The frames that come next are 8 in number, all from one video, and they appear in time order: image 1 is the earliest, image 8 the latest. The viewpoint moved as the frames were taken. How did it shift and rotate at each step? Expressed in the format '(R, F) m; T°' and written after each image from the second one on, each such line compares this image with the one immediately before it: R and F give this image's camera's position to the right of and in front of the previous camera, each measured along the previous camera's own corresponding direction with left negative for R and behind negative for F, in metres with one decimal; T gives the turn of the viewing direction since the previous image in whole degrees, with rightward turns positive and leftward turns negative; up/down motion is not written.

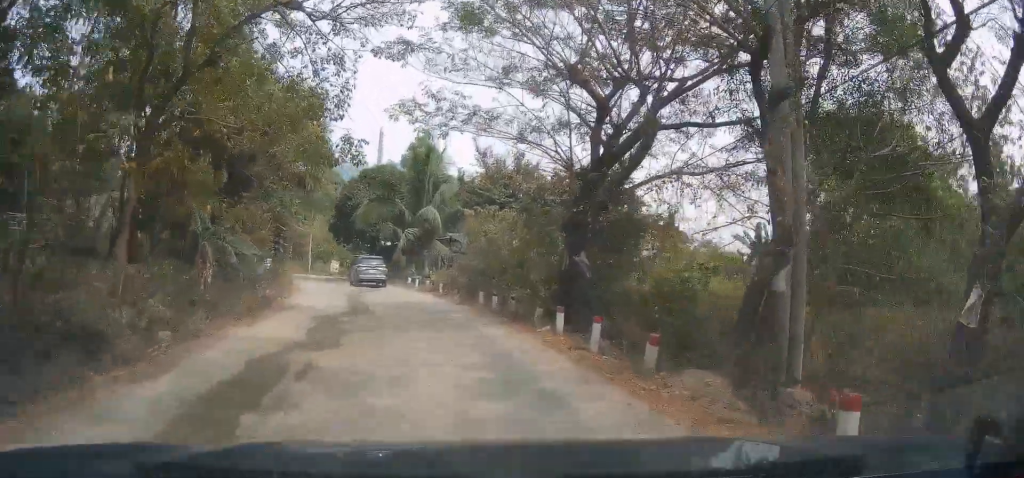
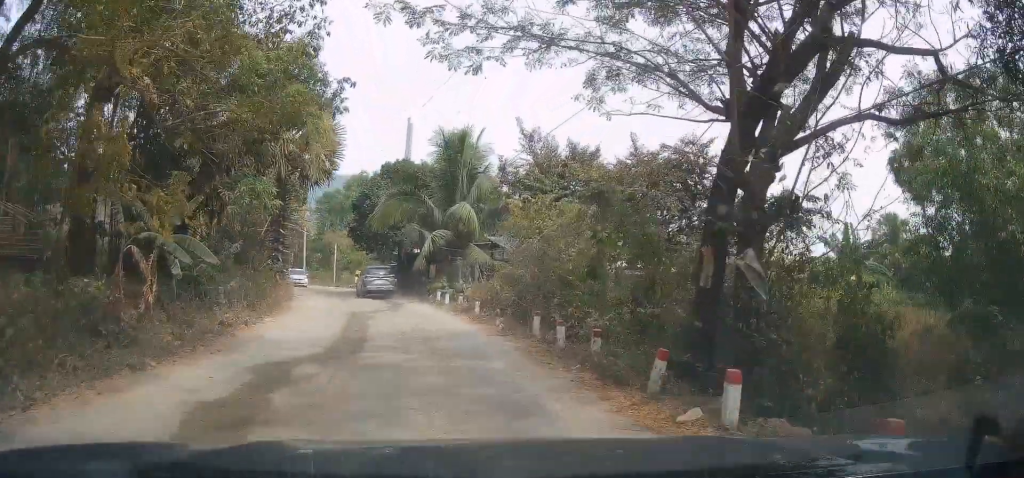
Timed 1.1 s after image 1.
(-0.9, +7.7) m; -4°
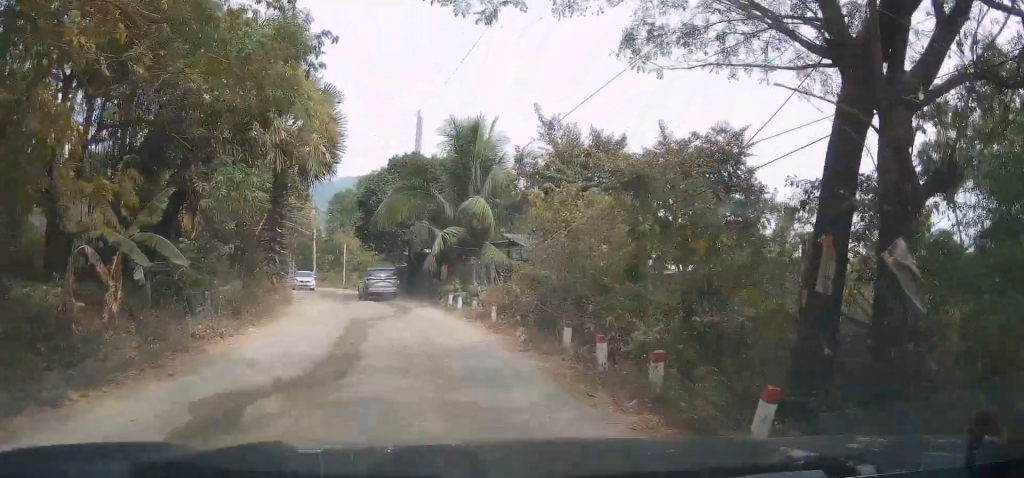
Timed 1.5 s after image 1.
(+0.2, +2.9) m; -1°
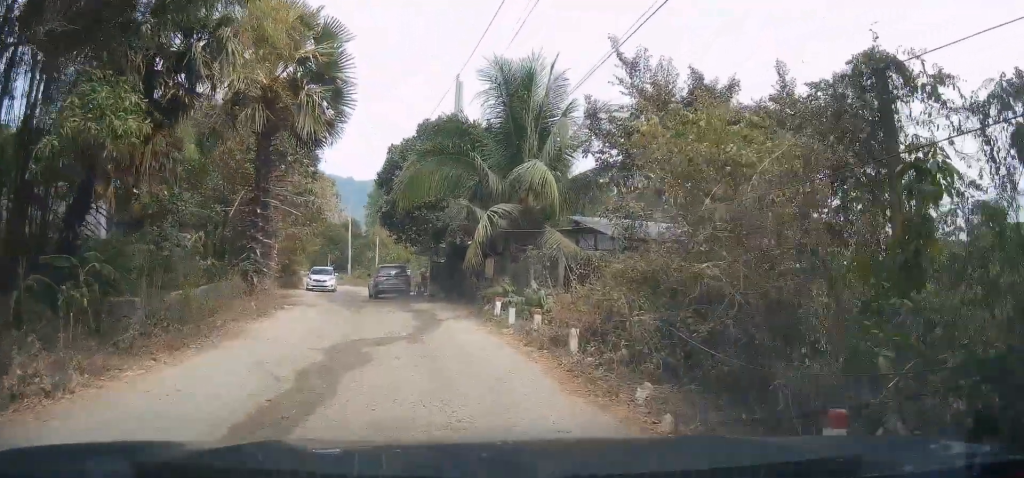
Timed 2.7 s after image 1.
(-0.4, +8.3) m; -5°
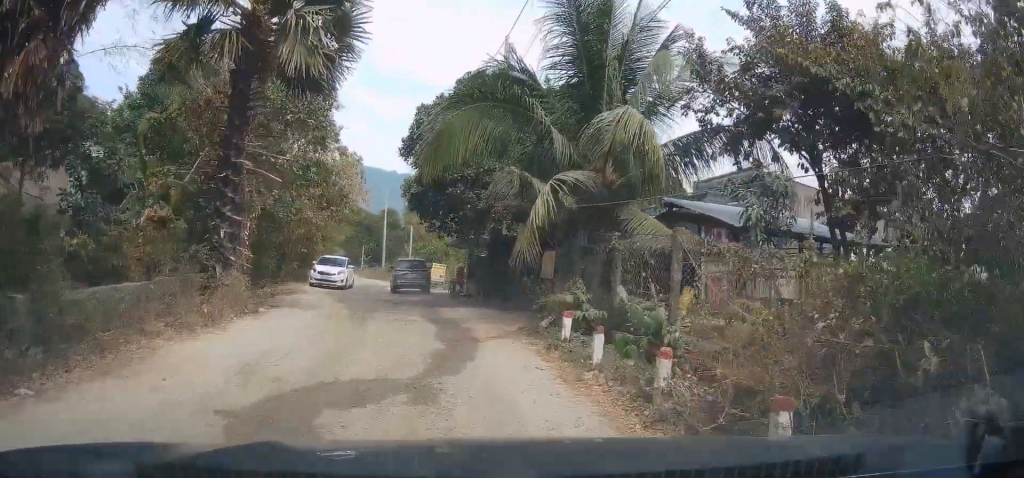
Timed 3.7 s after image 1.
(0.0, +6.4) m; 0°
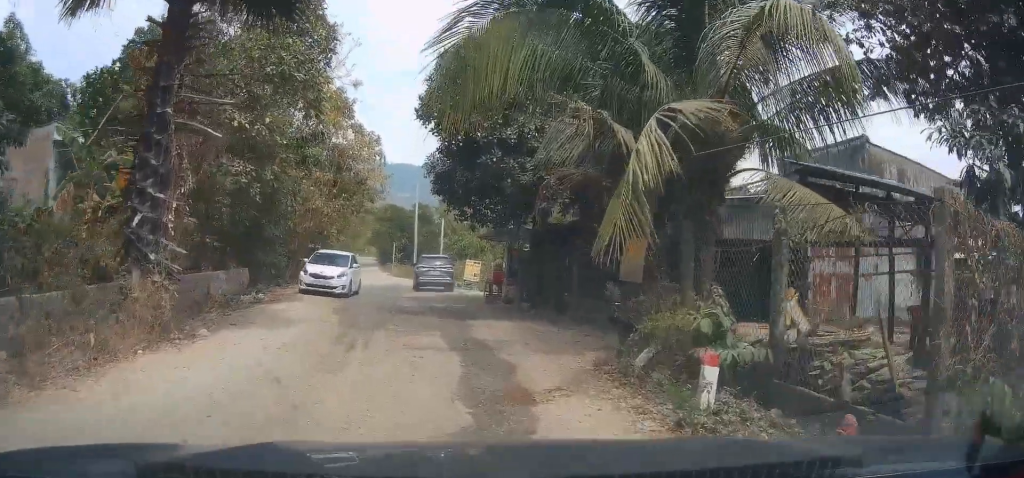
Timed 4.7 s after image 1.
(+0.1, +5.5) m; -11°
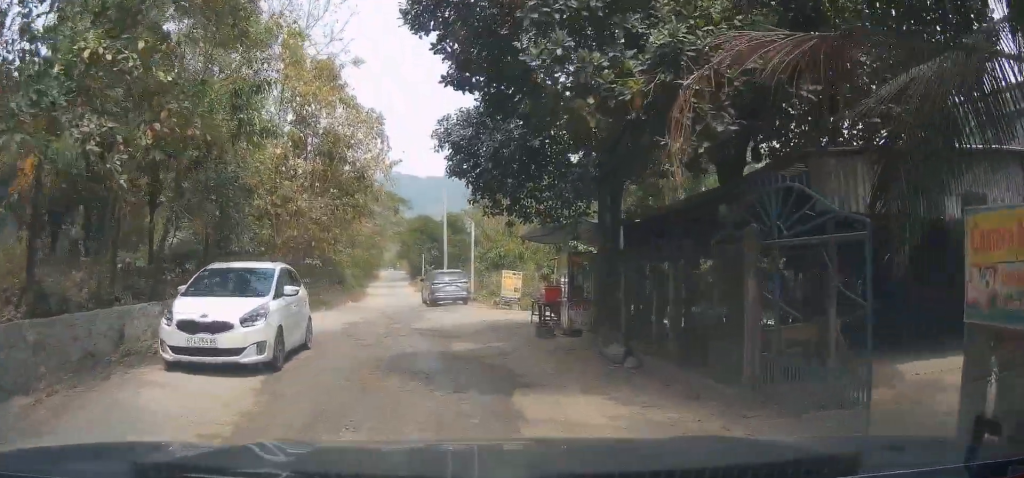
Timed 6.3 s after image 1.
(-1.4, +8.6) m; -7°
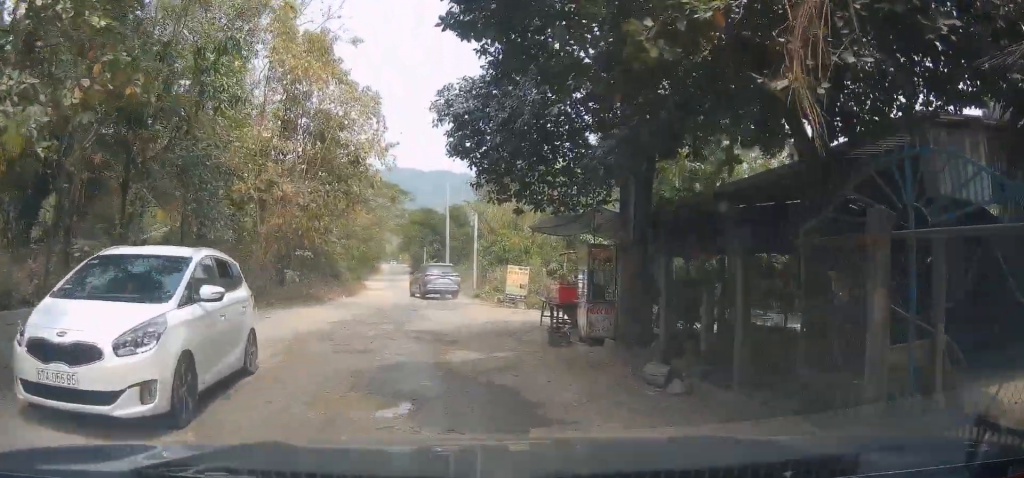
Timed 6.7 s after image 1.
(+0.2, +2.4) m; +2°
